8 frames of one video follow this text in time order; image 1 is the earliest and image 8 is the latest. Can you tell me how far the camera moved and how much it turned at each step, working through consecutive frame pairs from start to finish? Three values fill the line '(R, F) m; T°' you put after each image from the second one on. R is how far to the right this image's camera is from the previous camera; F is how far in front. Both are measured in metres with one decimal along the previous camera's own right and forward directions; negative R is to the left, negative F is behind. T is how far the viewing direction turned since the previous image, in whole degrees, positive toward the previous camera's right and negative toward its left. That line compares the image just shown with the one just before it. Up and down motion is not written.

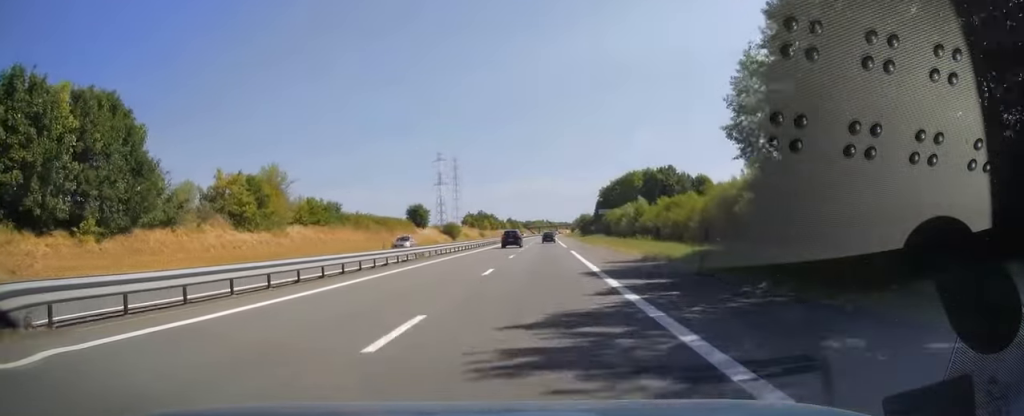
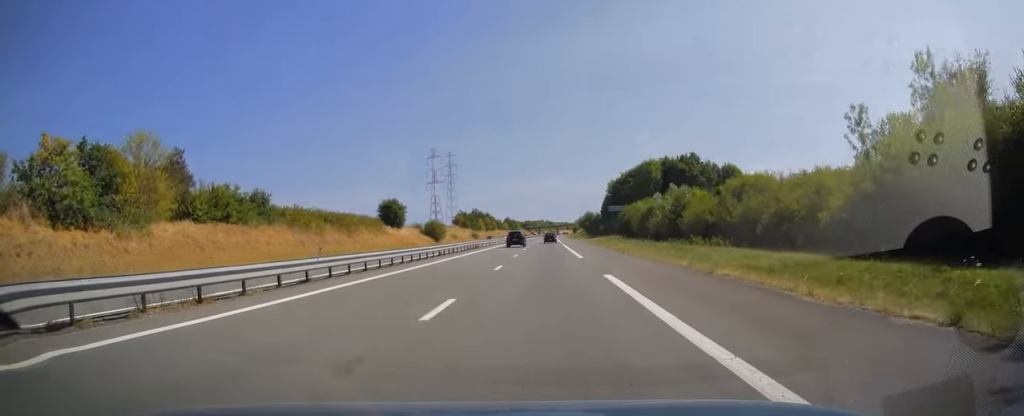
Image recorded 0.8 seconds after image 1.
(0.0, +23.5) m; 0°
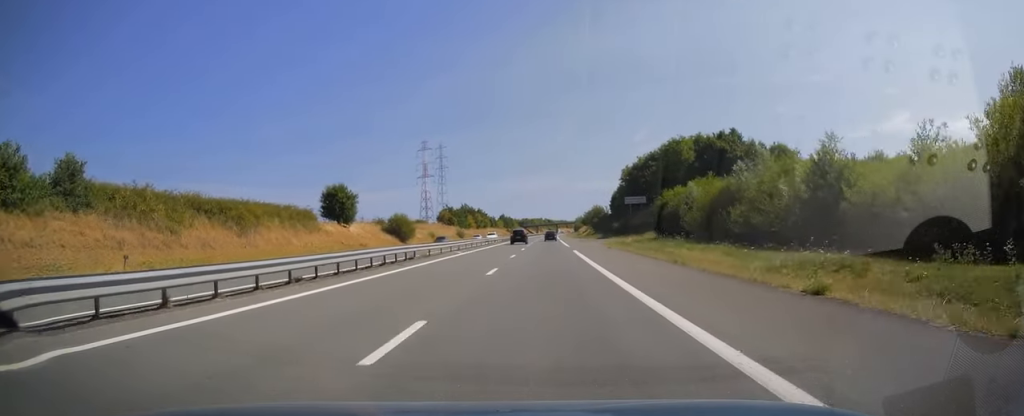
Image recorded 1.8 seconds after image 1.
(-0.3, +29.5) m; 0°
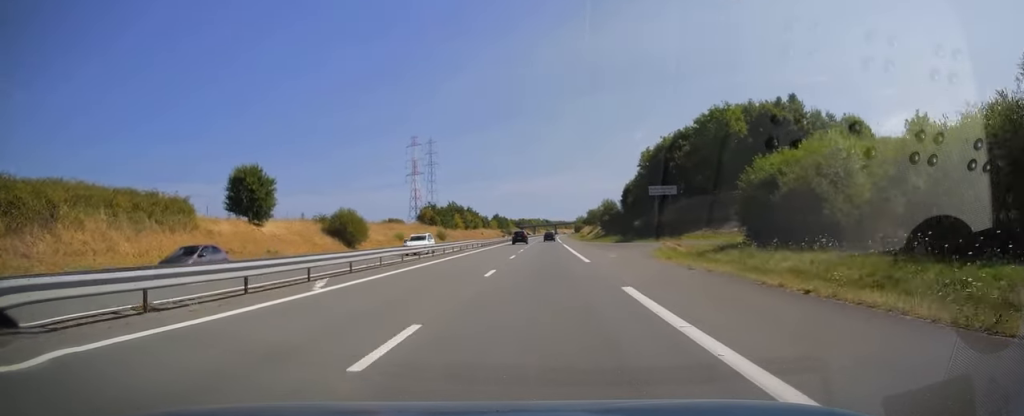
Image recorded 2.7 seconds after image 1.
(+0.2, +26.5) m; +1°
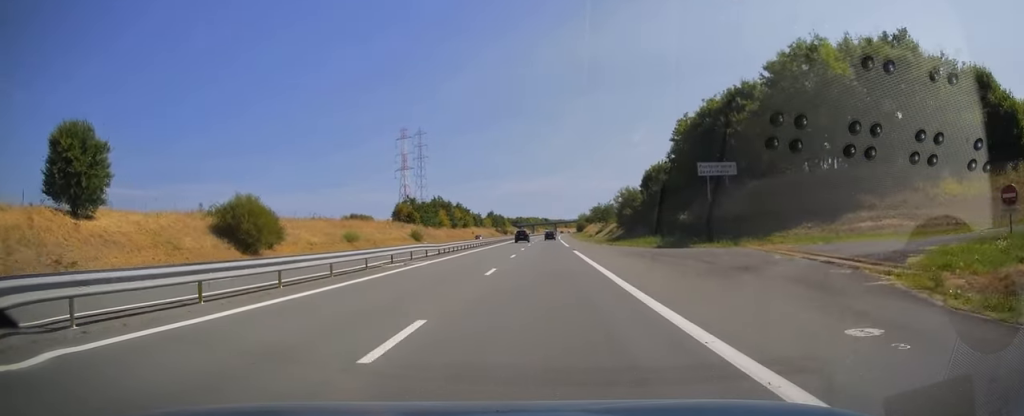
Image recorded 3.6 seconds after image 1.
(+0.1, +26.0) m; 0°
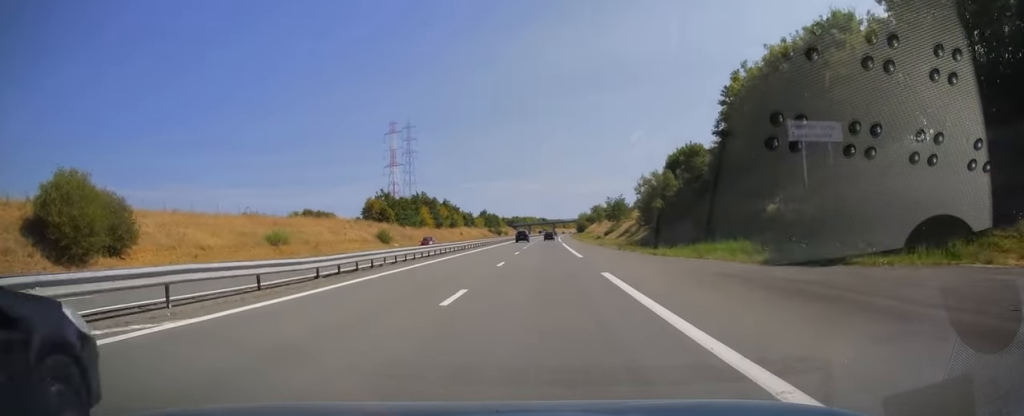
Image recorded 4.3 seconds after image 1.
(-0.1, +21.2) m; 0°
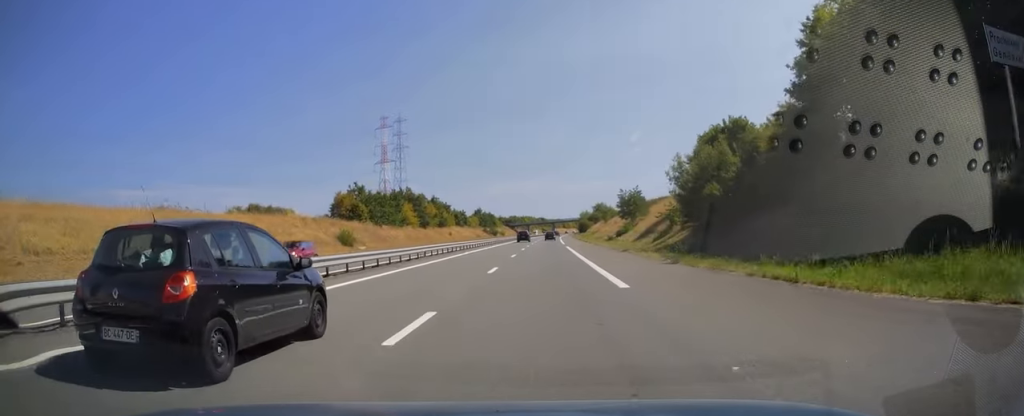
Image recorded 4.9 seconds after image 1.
(-0.1, +17.2) m; 0°
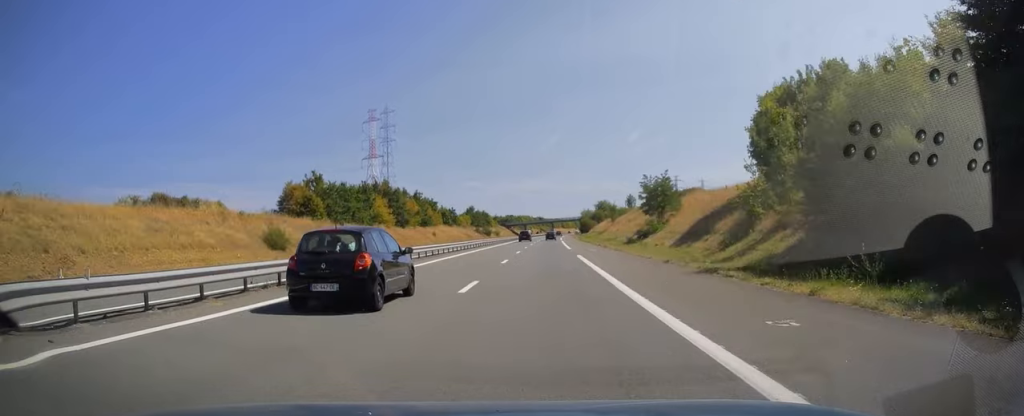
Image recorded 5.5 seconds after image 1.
(+0.1, +19.7) m; 0°
